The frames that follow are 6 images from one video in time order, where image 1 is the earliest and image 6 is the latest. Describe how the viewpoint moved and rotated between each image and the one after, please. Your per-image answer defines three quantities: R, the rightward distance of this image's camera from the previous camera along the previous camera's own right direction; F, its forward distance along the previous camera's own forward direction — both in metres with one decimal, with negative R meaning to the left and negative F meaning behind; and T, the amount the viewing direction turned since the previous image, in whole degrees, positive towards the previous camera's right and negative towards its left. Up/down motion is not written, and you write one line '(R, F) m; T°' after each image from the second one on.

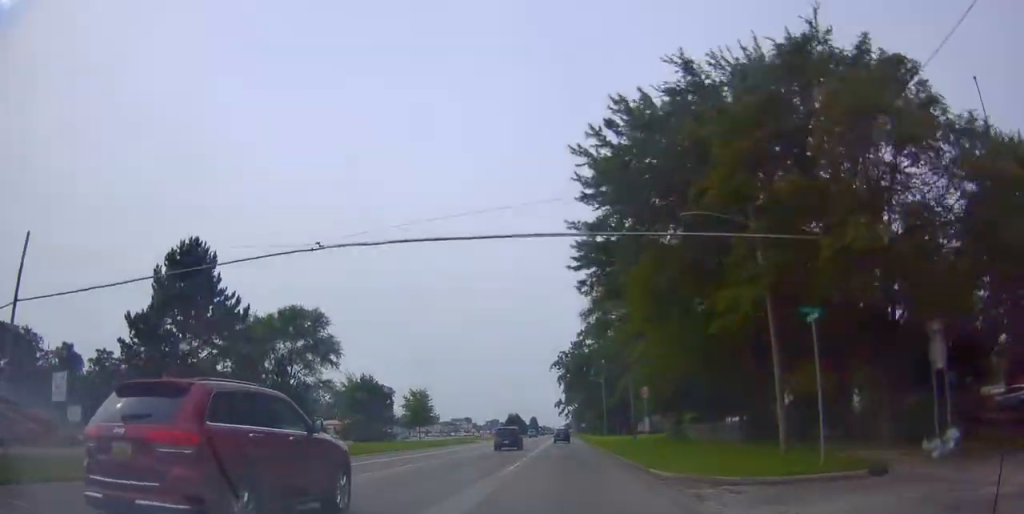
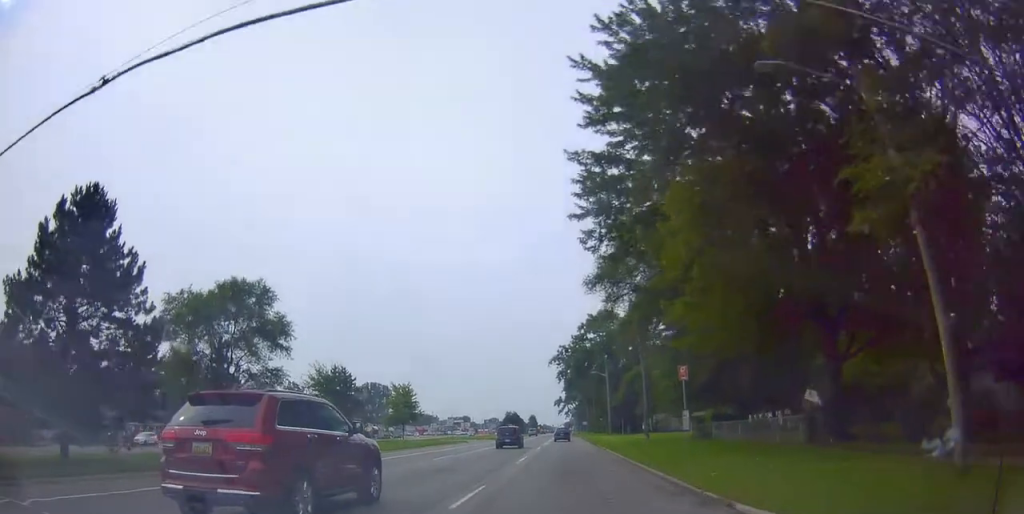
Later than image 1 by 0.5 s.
(0.0, +9.3) m; +1°
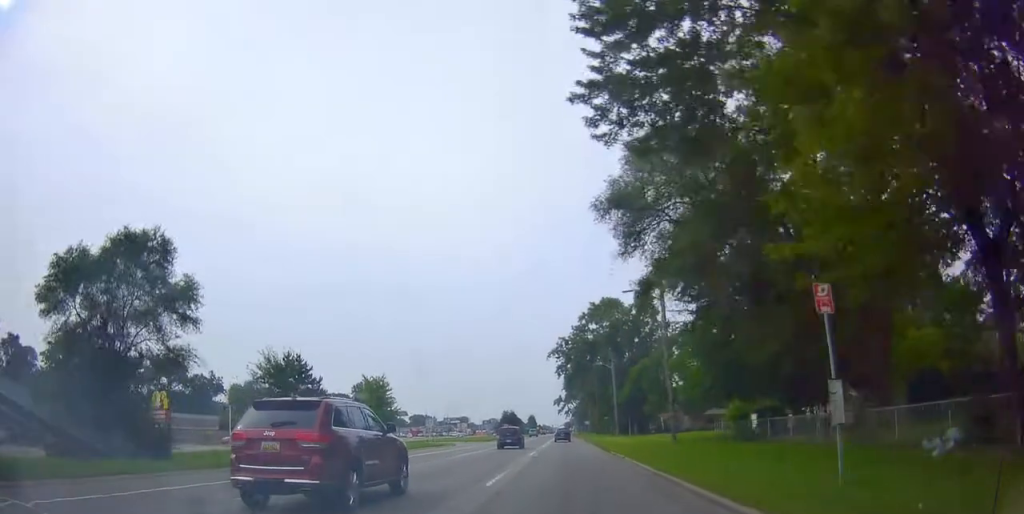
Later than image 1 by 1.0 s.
(+0.2, +11.3) m; 0°
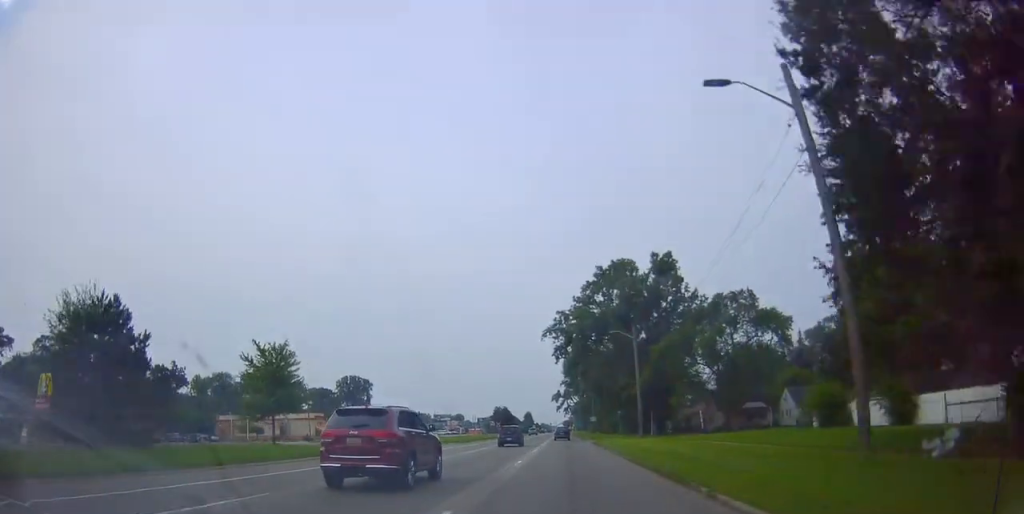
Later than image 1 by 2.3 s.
(-0.4, +24.6) m; -2°
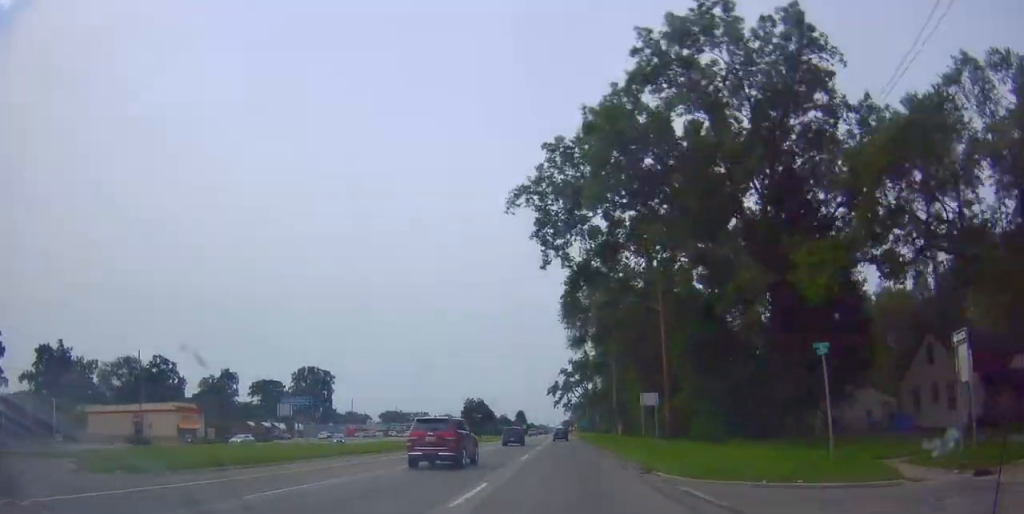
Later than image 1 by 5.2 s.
(+1.5, +58.3) m; +1°
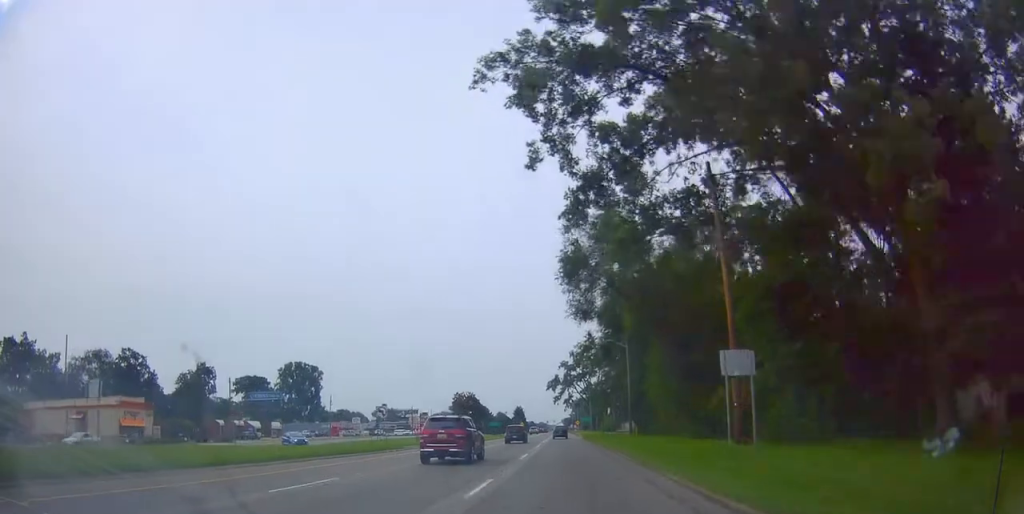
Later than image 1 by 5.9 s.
(-0.2, +14.7) m; -1°
